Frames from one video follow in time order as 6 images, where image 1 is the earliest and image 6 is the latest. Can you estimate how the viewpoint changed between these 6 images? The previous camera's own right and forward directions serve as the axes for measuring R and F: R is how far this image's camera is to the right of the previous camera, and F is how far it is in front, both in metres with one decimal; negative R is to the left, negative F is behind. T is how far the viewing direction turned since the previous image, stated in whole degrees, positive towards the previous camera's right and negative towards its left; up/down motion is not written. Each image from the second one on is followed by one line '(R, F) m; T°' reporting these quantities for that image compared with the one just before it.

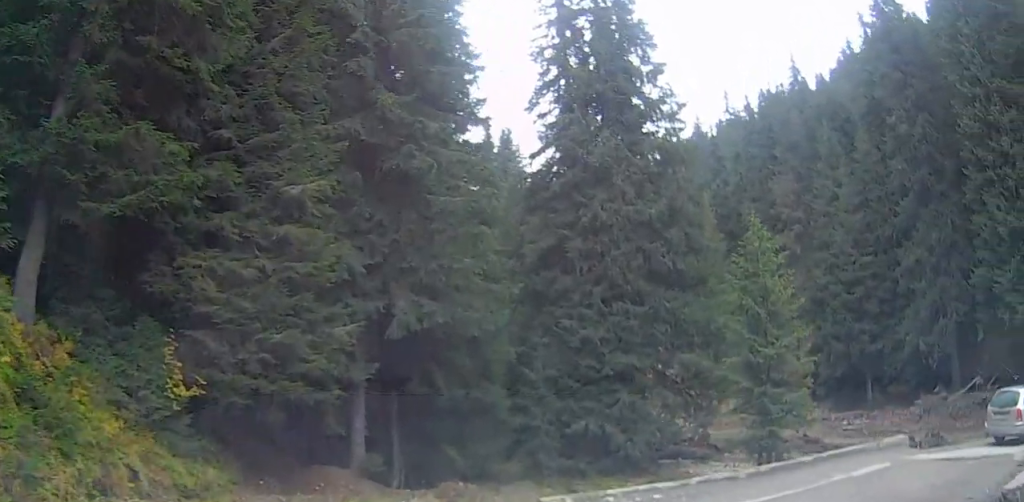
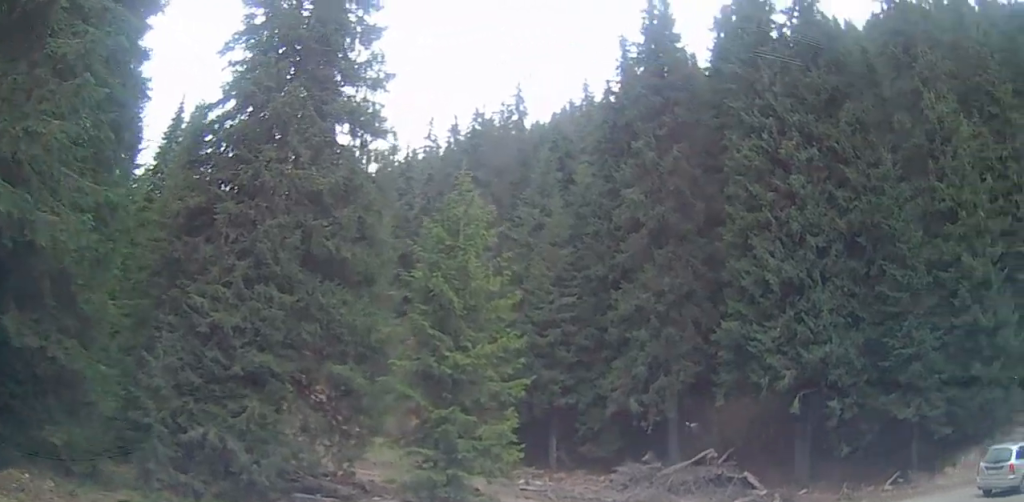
(+2.5, +7.2) m; +32°
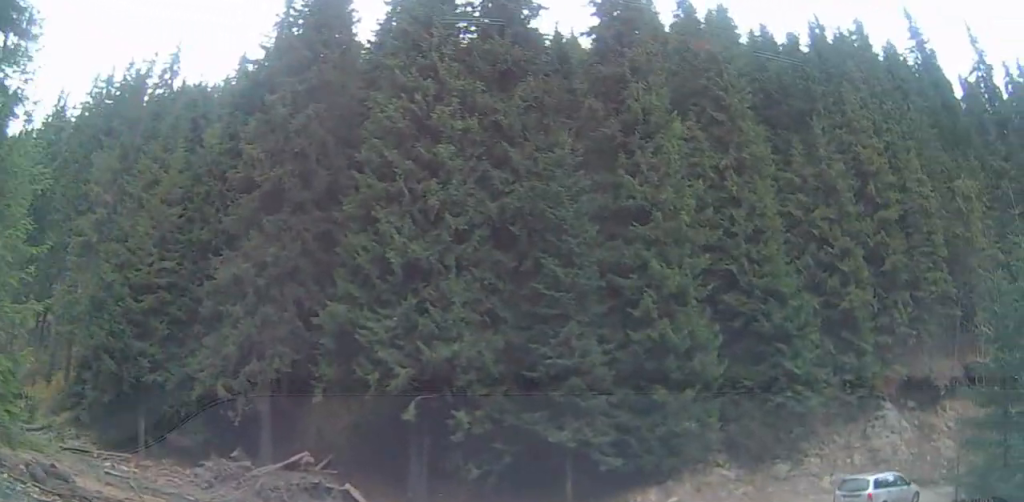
(+0.9, +4.8) m; +21°
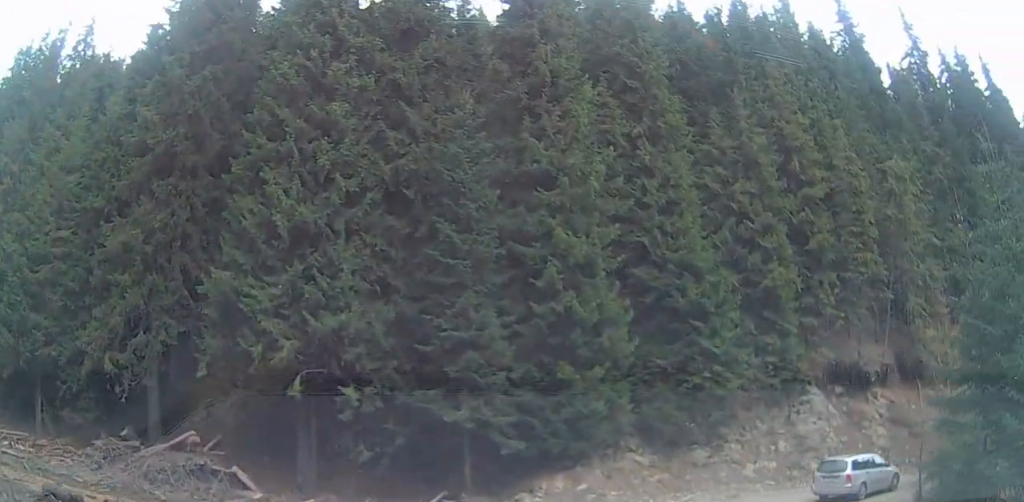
(-0.2, +1.7) m; +8°
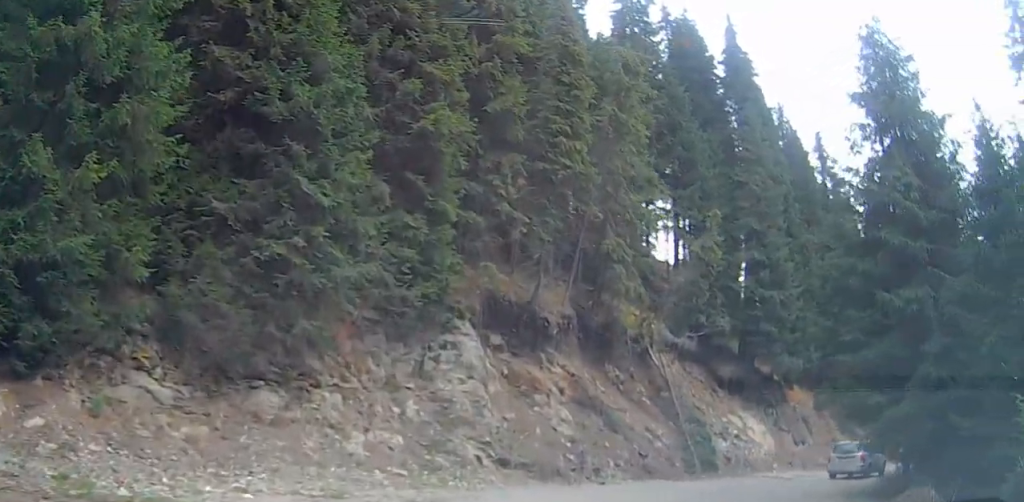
(+4.3, +10.0) m; +43°
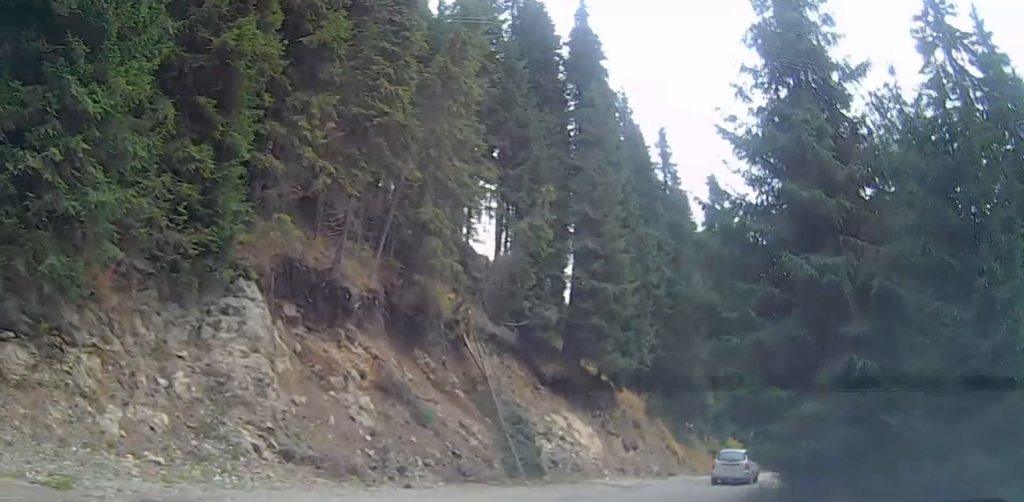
(+0.3, +3.2) m; +11°
